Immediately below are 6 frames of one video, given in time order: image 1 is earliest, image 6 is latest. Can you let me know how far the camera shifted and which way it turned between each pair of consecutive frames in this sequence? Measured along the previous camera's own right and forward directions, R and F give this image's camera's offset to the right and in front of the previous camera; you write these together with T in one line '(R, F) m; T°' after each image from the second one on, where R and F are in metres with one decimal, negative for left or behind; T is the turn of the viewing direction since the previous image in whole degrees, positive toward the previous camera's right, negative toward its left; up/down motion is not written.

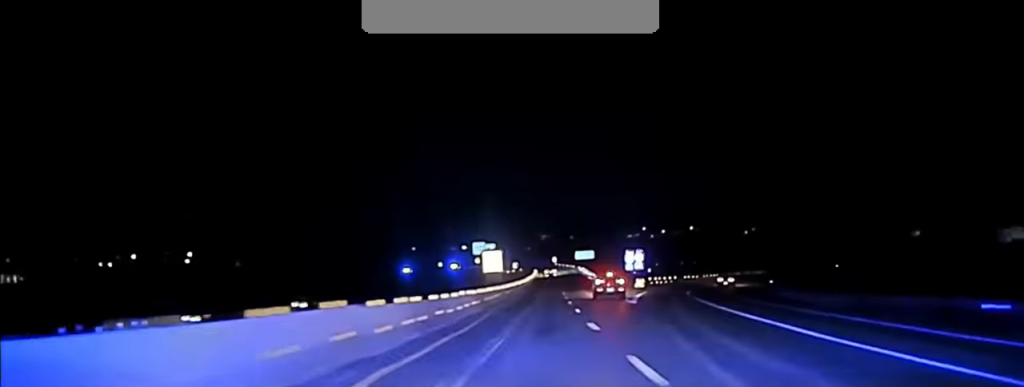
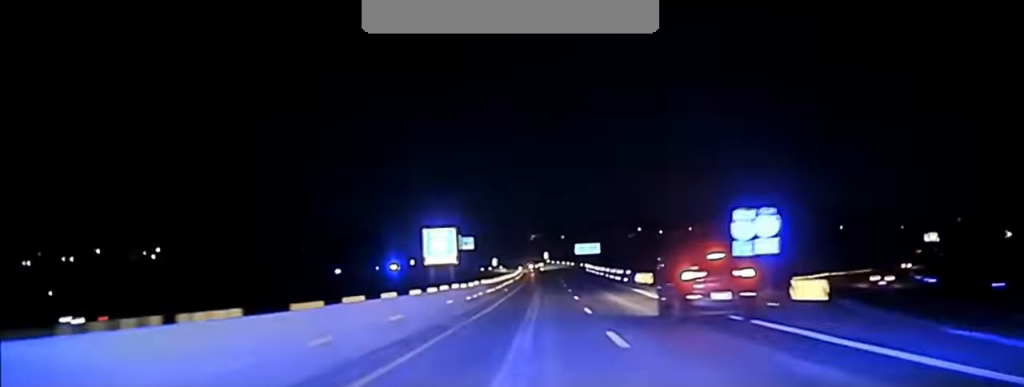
(+0.8, +57.6) m; +1°
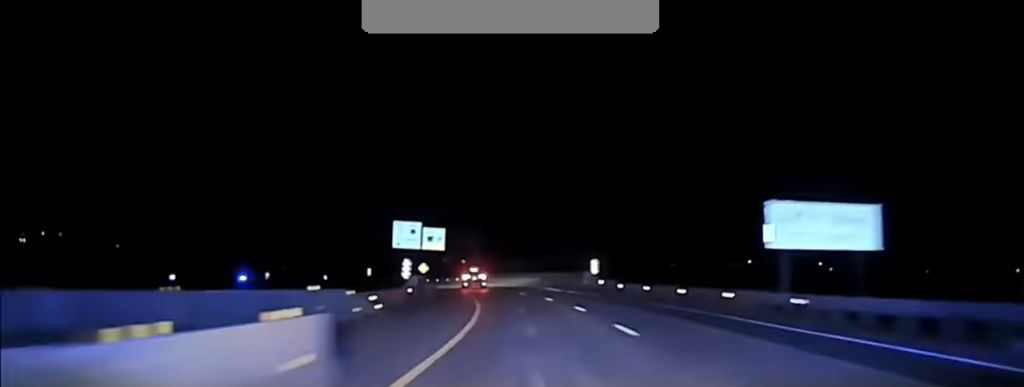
(+0.4, +135.4) m; -2°
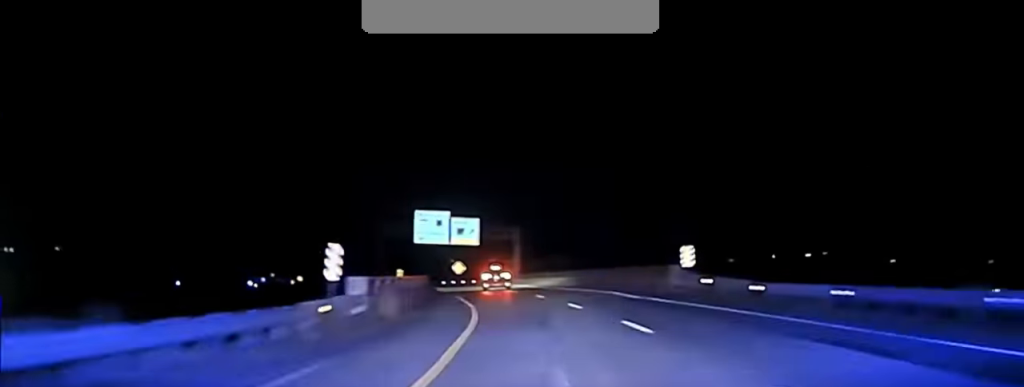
(-0.6, +23.5) m; -3°
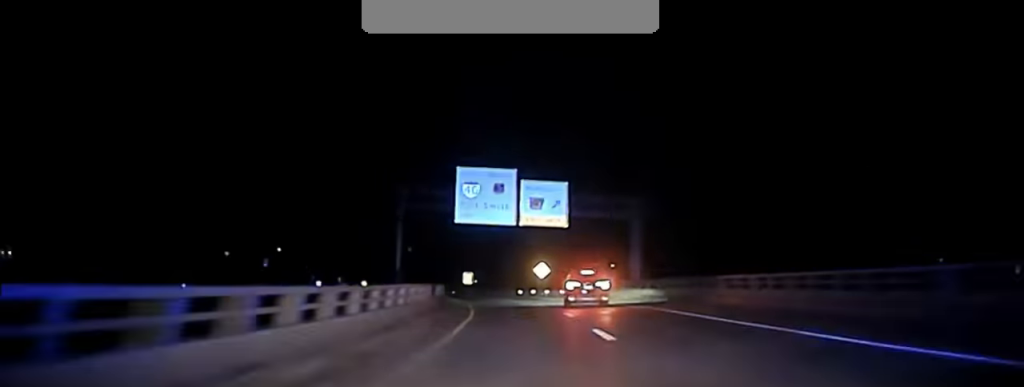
(-2.6, +47.8) m; -7°
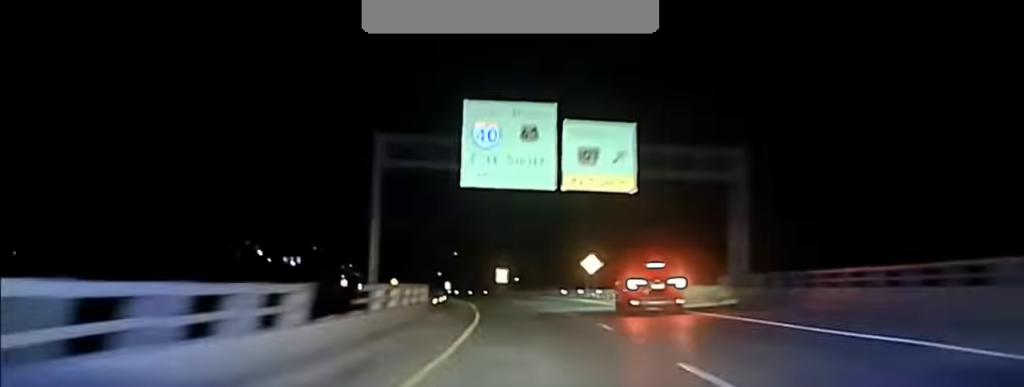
(-0.4, +20.6) m; -3°
